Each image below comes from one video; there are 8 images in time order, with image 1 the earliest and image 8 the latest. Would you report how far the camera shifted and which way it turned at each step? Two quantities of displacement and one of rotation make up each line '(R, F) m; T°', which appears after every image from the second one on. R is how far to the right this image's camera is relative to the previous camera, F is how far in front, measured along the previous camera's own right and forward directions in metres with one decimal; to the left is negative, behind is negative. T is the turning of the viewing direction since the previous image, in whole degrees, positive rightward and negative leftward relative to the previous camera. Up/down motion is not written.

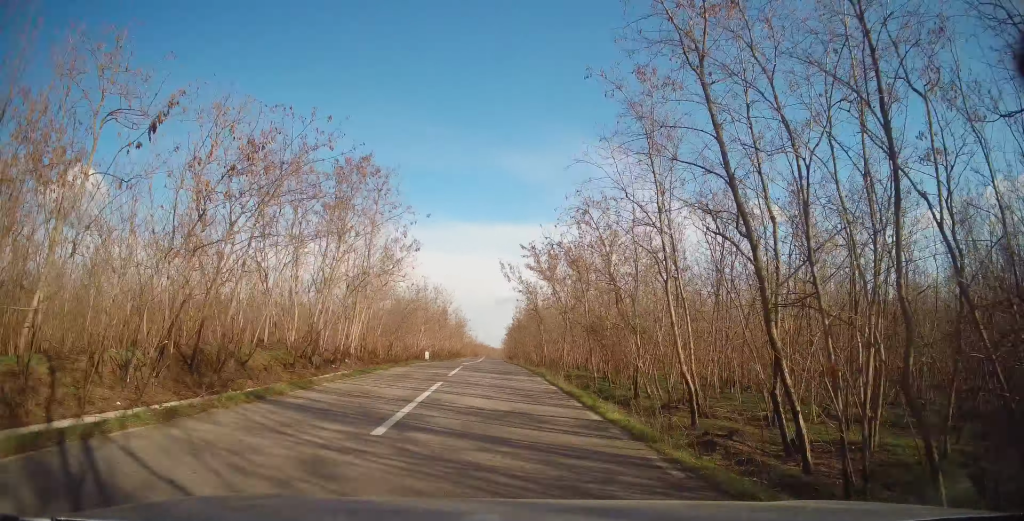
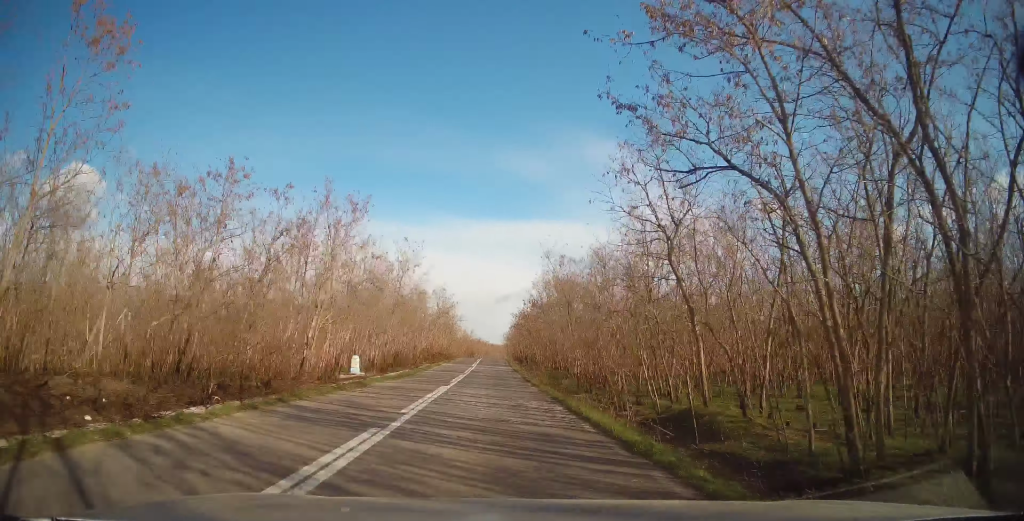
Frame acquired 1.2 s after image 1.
(+0.1, +31.8) m; 0°
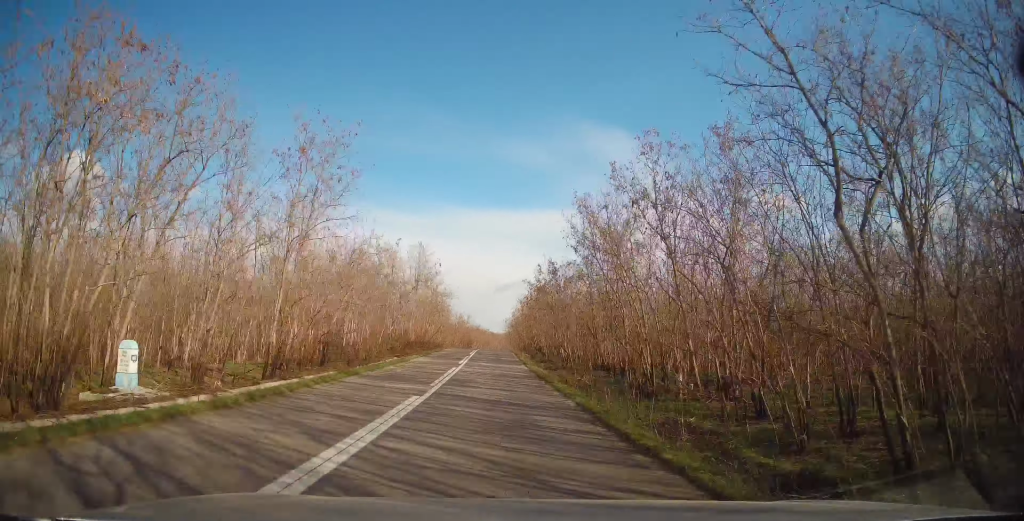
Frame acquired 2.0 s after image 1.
(-0.1, +19.7) m; 0°
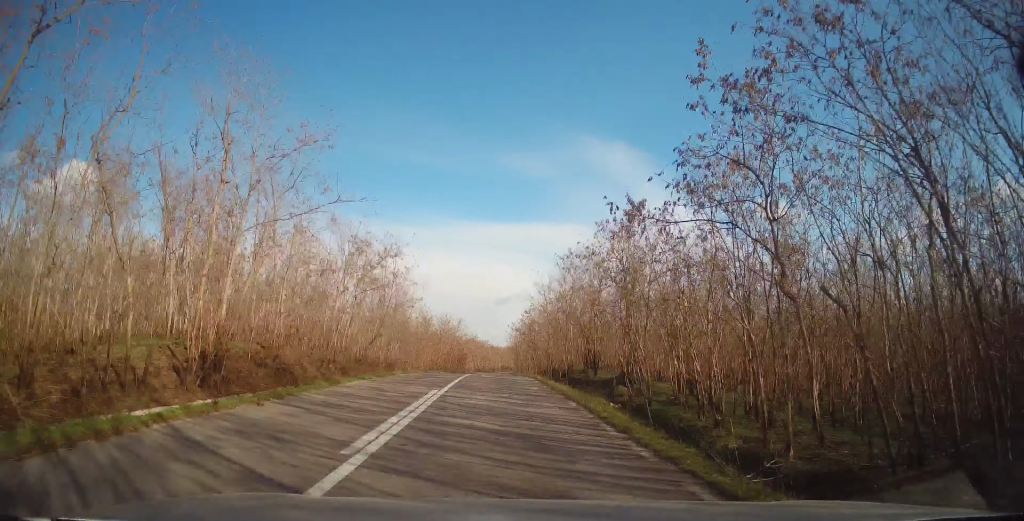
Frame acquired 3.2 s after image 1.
(+0.1, +33.1) m; 0°
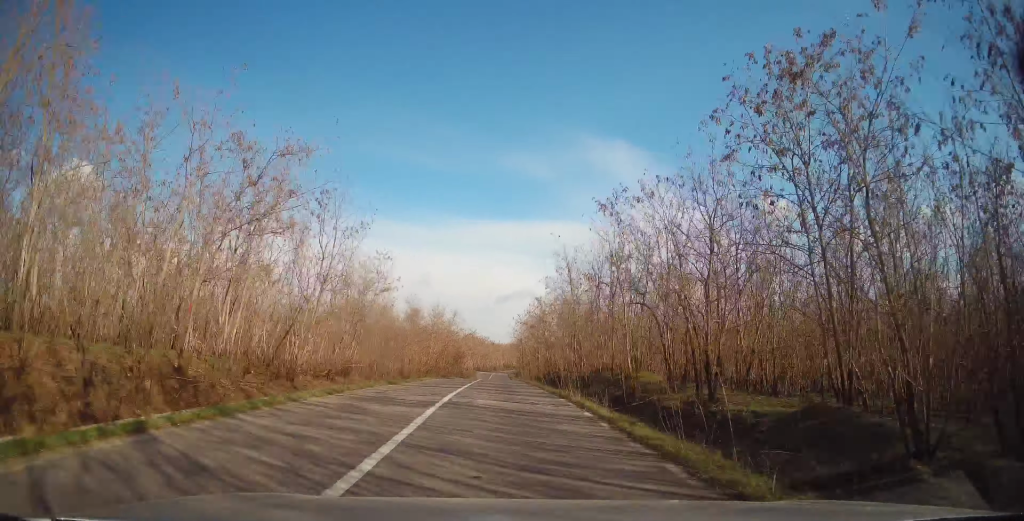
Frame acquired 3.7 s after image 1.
(0.0, +12.7) m; 0°
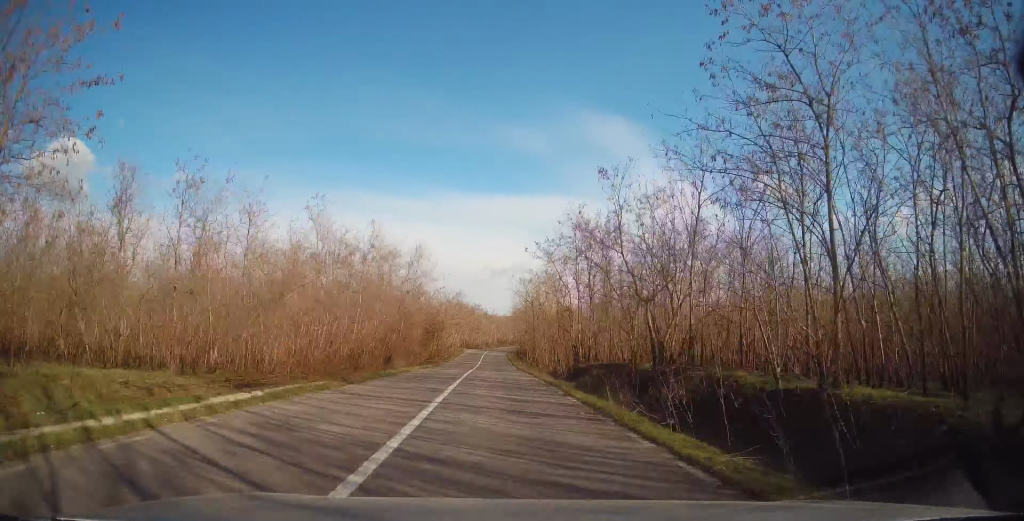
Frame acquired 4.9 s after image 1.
(+0.3, +30.3) m; +1°
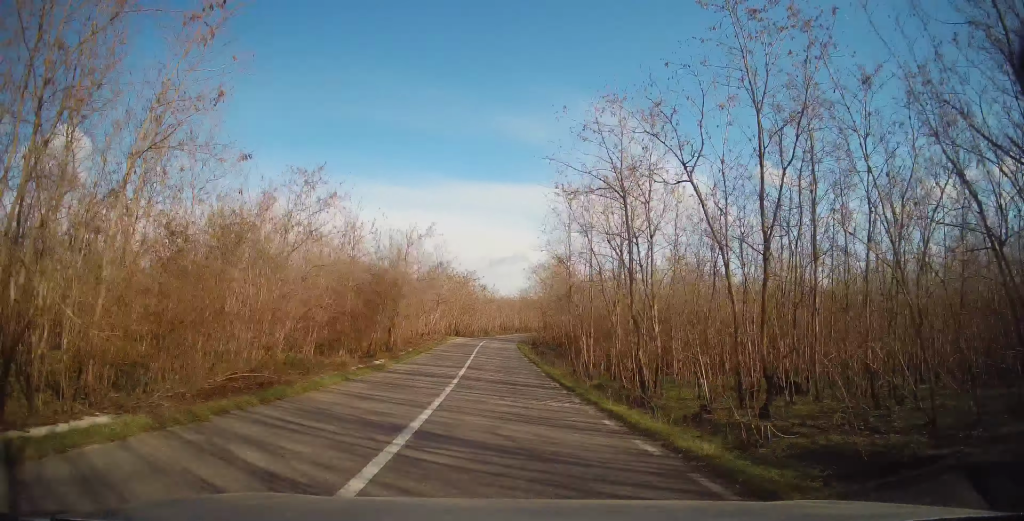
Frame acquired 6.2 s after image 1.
(-0.2, +32.5) m; 0°
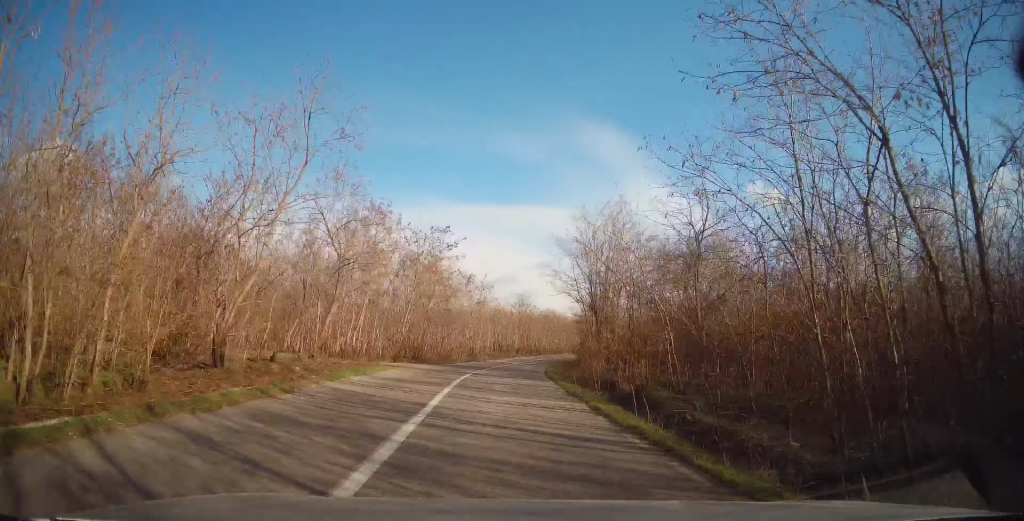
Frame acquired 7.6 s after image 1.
(+0.4, +35.7) m; +2°
